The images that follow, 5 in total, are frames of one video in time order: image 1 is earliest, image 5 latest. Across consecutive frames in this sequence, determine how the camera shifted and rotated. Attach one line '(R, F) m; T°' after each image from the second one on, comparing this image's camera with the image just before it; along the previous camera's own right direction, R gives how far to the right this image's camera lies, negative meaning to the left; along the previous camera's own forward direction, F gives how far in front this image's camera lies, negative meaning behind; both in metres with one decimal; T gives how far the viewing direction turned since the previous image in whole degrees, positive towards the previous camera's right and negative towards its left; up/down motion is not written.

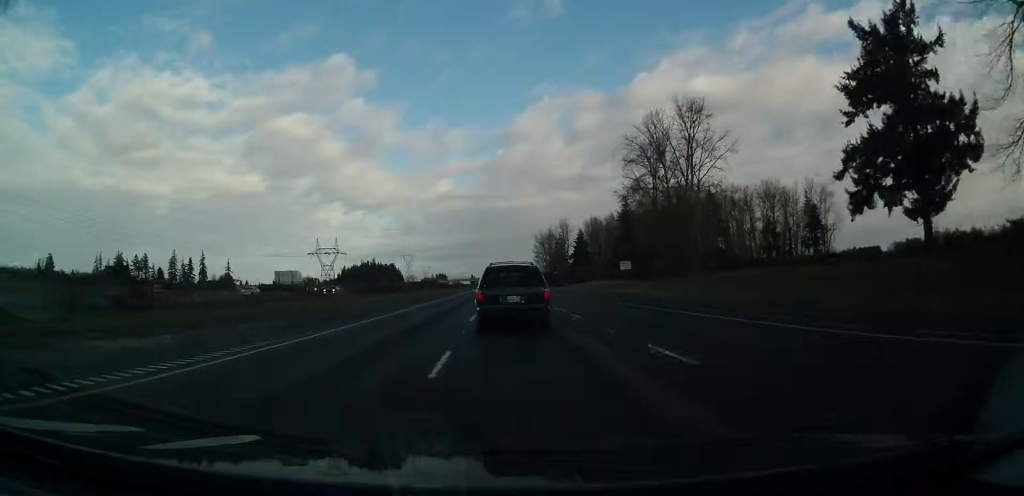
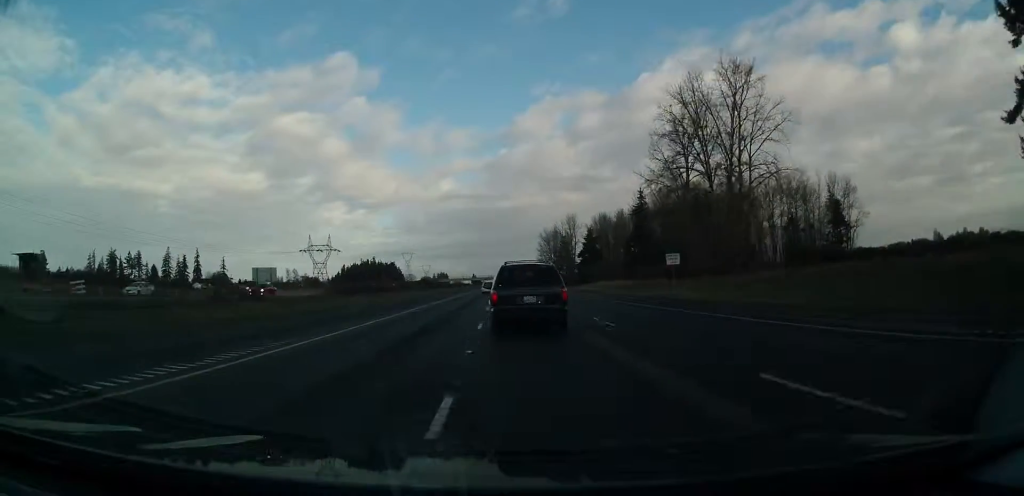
(+0.2, +16.2) m; +2°
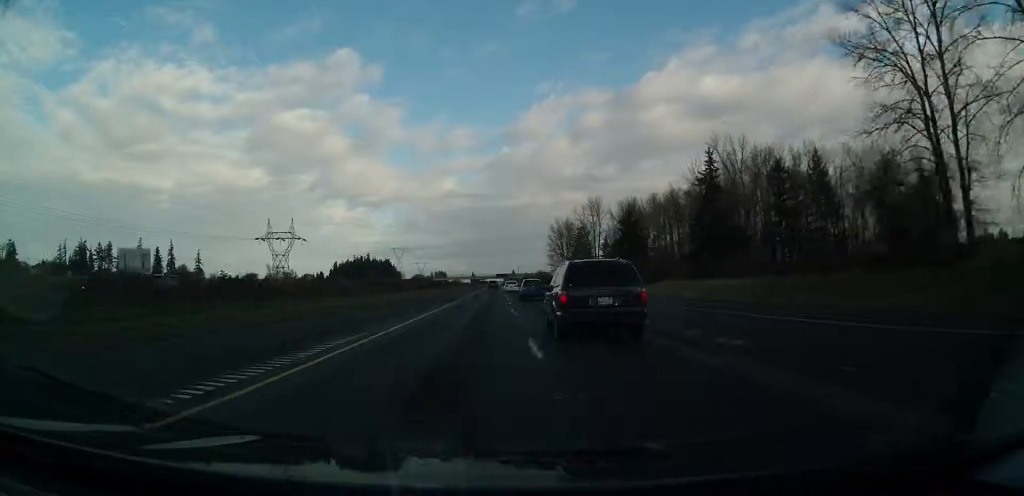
(+1.8, +57.0) m; +2°
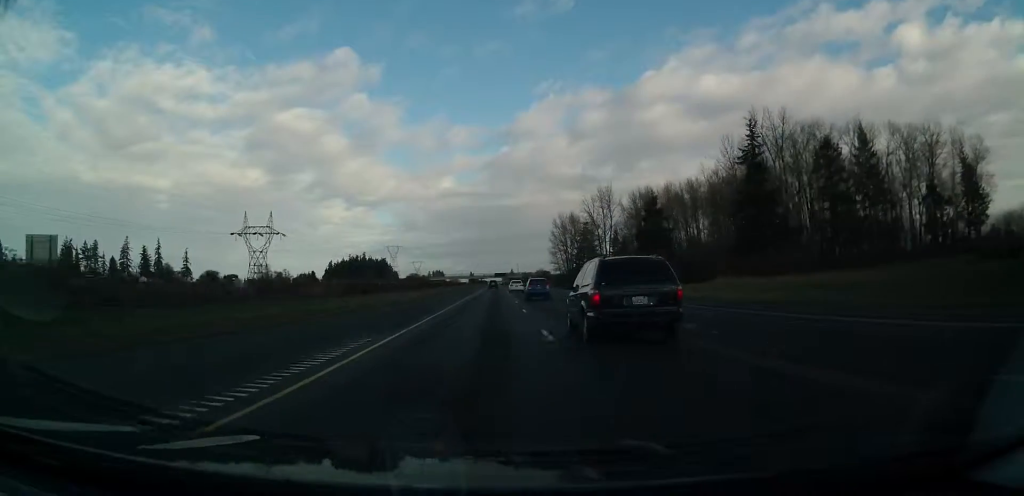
(0.0, +22.6) m; 0°
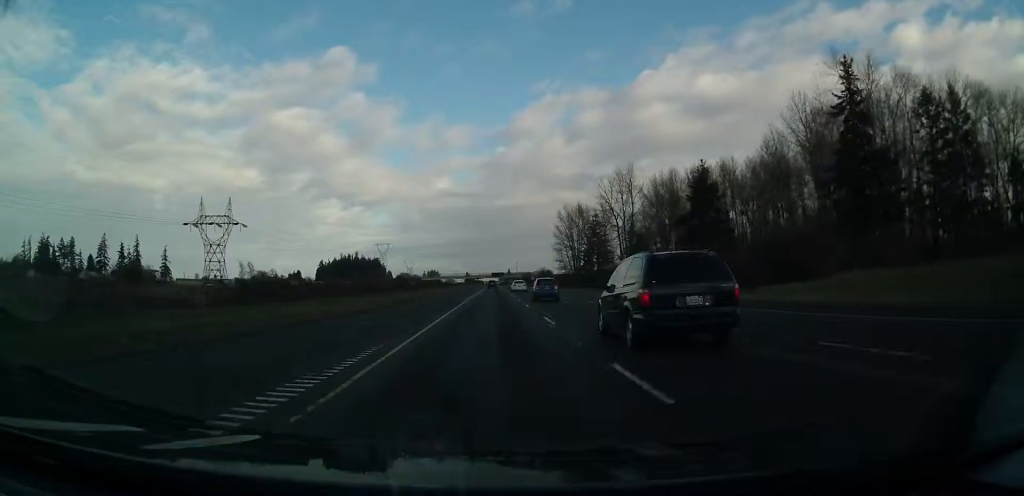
(0.0, +31.5) m; 0°
